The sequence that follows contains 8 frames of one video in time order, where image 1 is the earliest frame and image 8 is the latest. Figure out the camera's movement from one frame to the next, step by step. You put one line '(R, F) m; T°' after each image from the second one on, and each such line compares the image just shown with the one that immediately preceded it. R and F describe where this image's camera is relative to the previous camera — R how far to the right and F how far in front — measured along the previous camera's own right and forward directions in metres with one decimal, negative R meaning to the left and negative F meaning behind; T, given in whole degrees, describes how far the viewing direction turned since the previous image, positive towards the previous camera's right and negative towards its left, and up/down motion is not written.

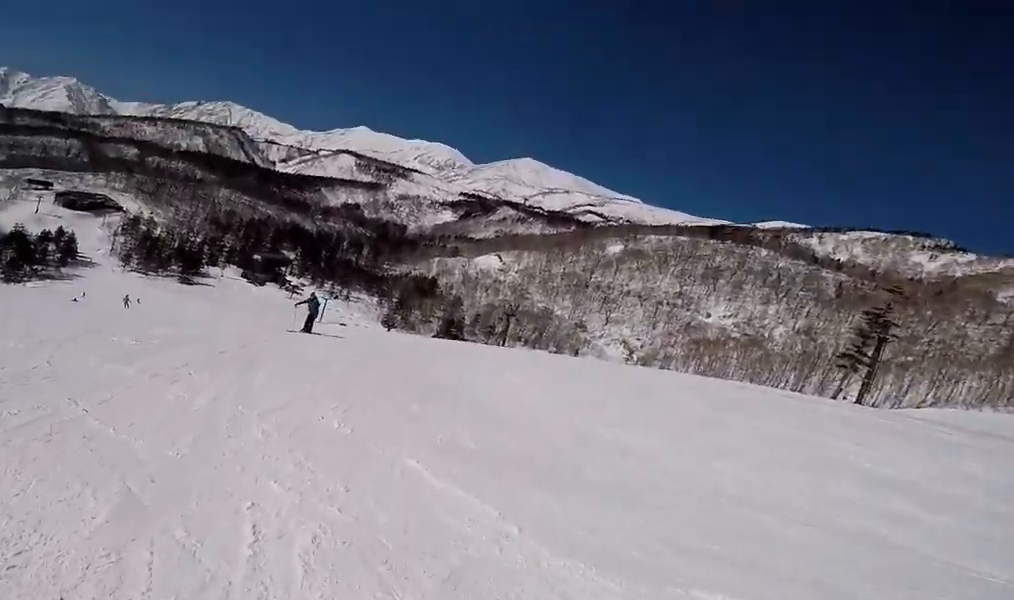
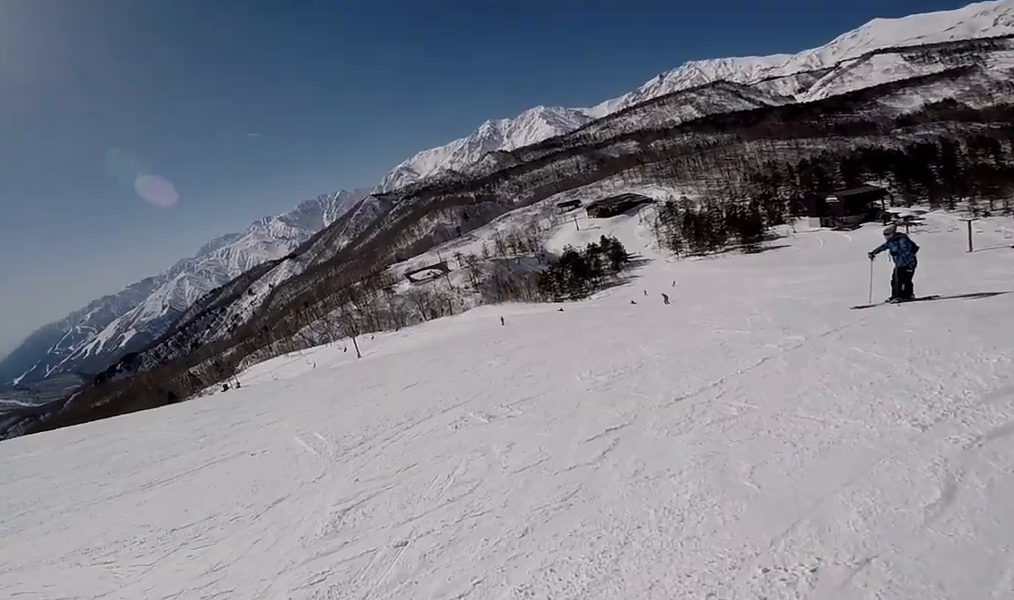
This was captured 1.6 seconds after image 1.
(-3.6, +5.2) m; -45°
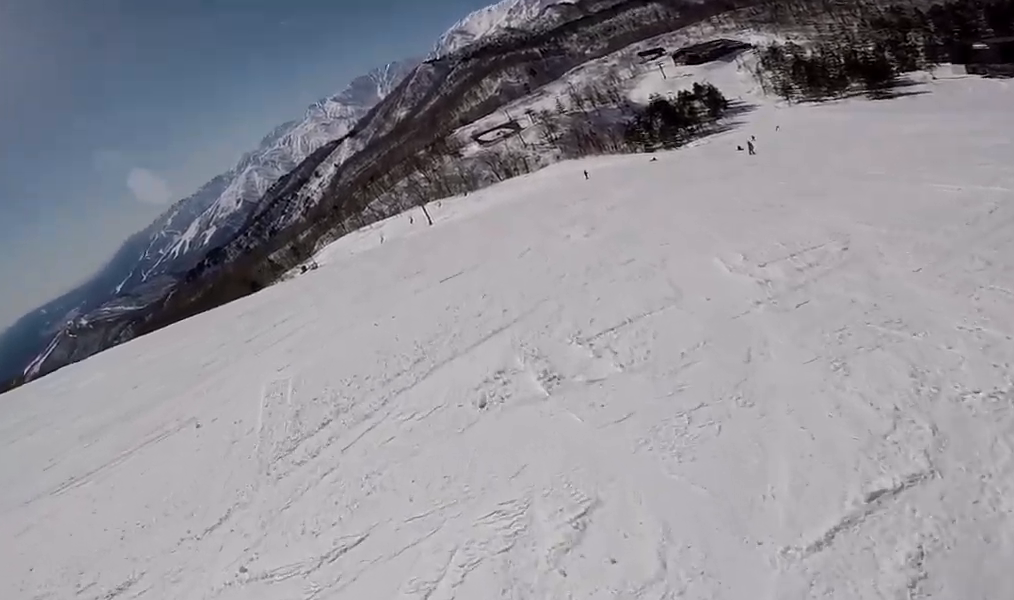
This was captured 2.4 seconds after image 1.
(-0.1, +2.6) m; -23°
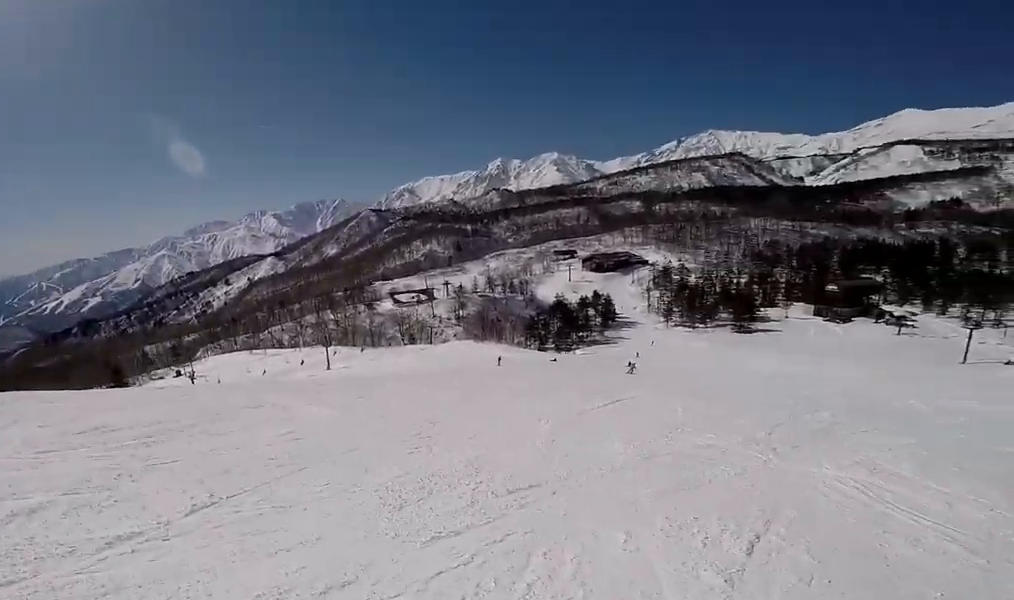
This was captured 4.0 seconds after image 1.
(-3.3, +6.8) m; -6°
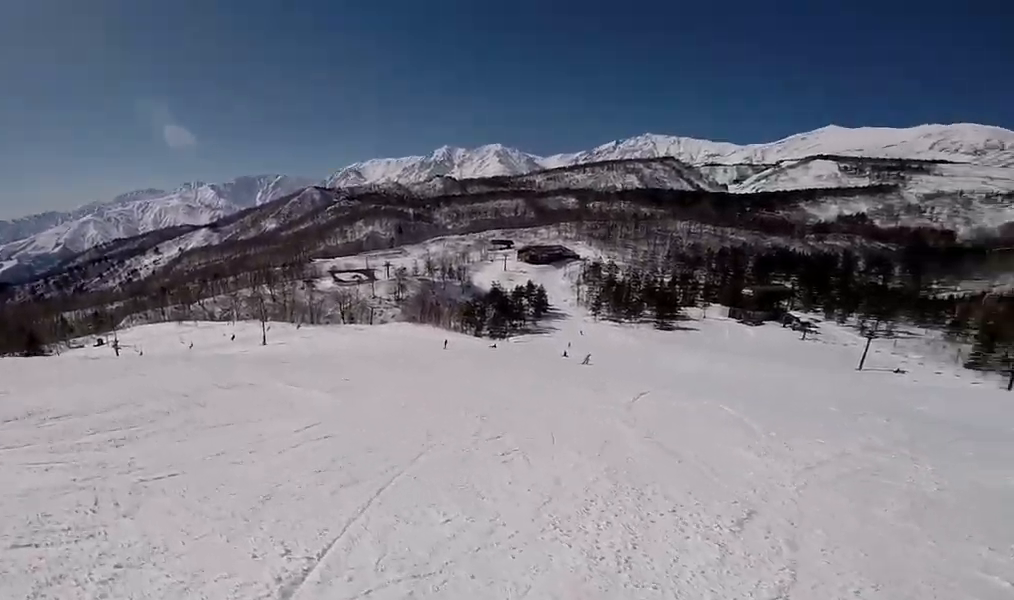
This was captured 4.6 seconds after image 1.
(+0.8, +2.7) m; +17°
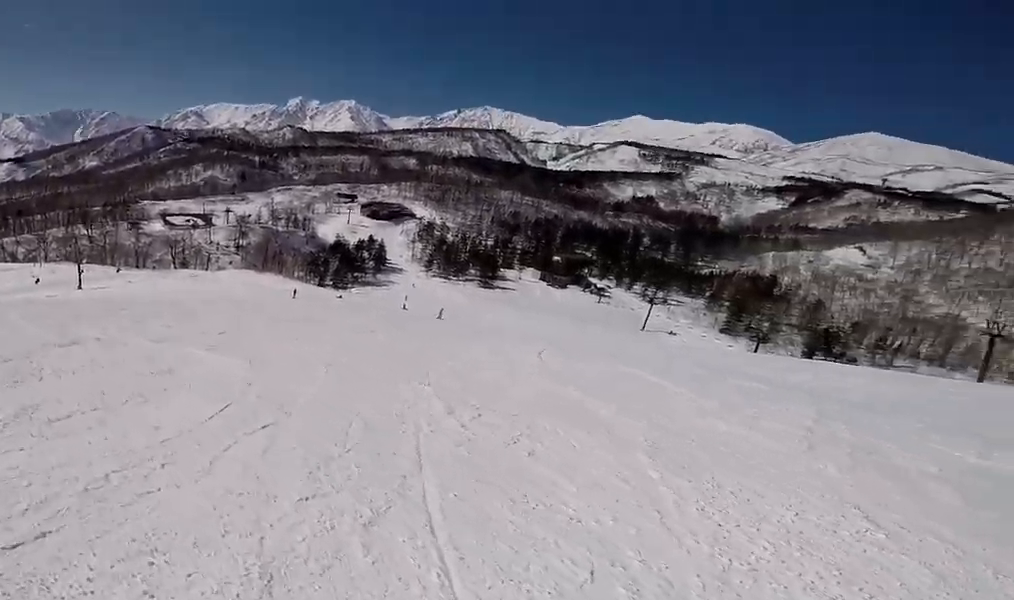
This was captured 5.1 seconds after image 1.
(+0.2, +2.2) m; +14°
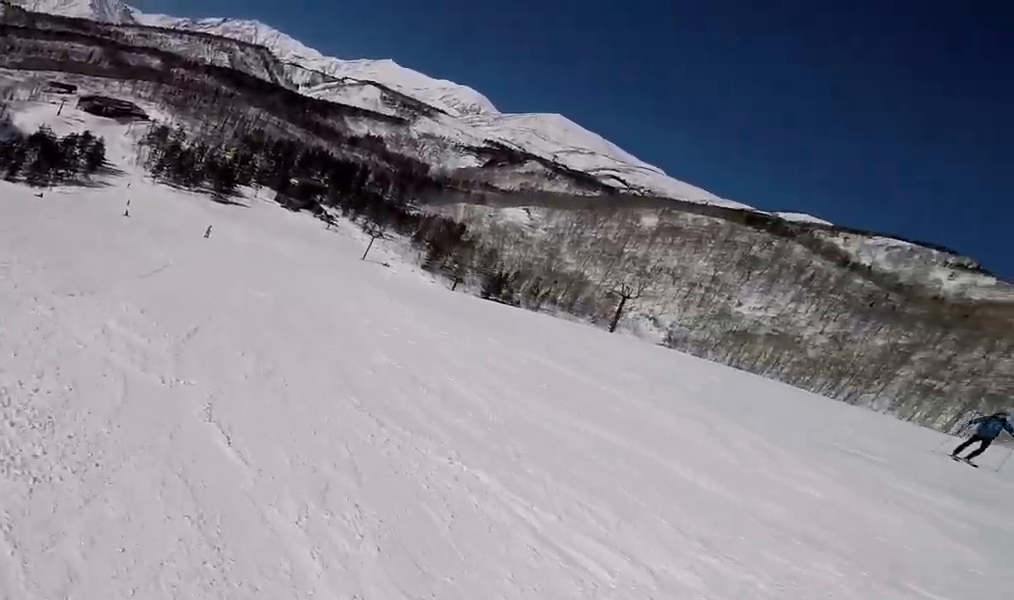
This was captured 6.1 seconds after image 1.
(+0.6, +4.5) m; +38°
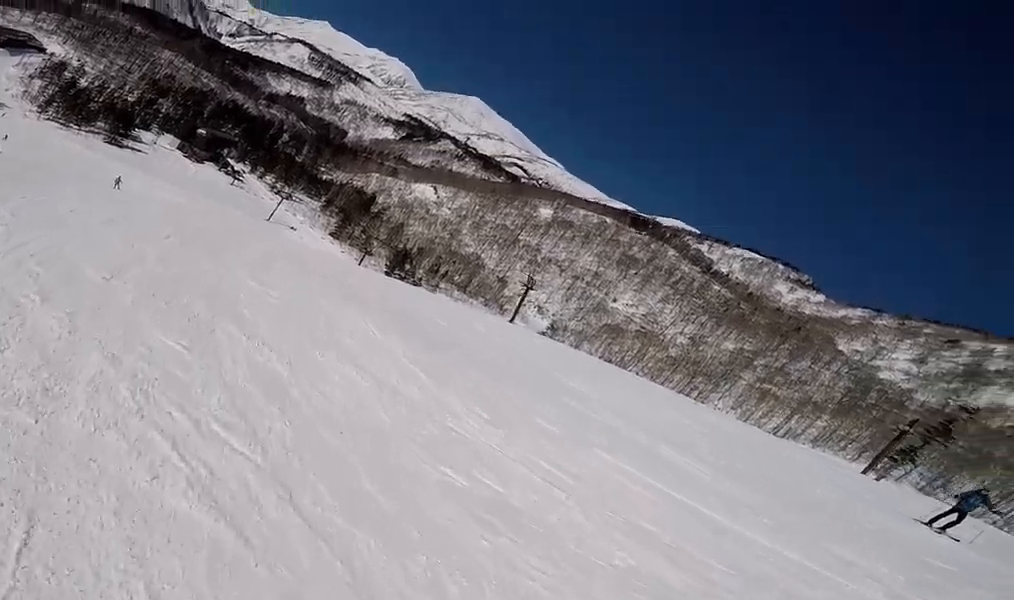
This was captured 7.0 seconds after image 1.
(+2.1, +3.4) m; +33°
